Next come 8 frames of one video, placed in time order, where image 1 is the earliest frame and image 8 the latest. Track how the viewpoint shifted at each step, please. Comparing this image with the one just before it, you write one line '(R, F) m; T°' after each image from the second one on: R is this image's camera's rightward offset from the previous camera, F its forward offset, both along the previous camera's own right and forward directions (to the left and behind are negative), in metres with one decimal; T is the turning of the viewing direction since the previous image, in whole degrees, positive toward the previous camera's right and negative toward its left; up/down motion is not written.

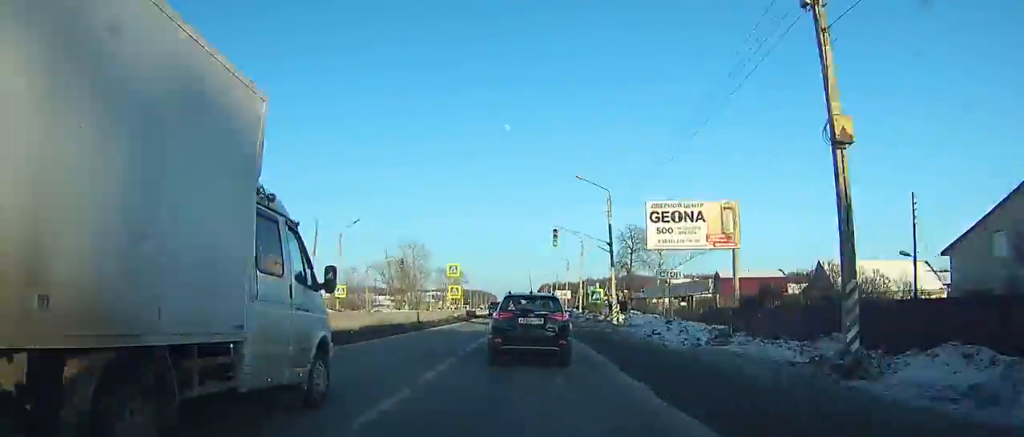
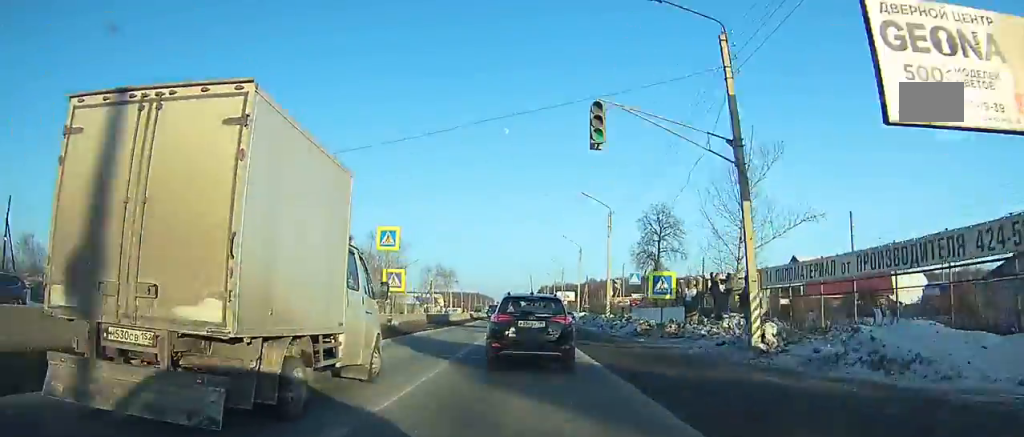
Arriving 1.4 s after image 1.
(+0.1, +28.0) m; 0°
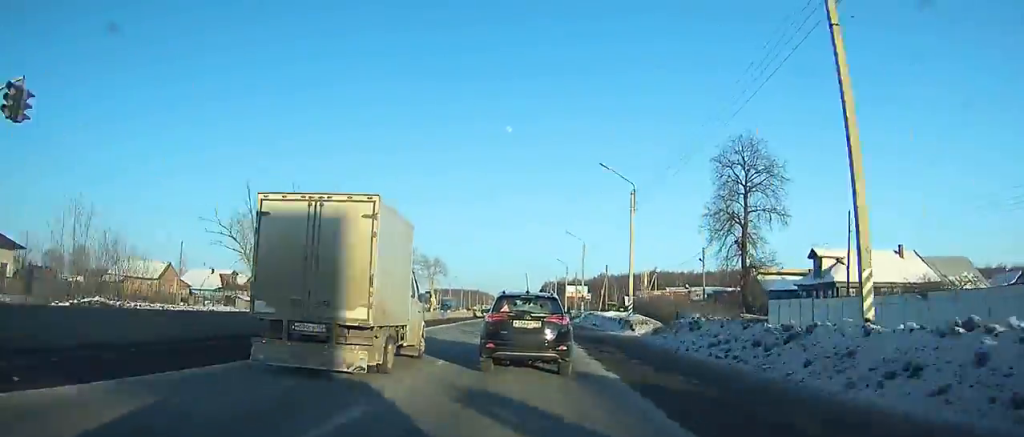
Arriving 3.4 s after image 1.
(+0.4, +39.1) m; 0°
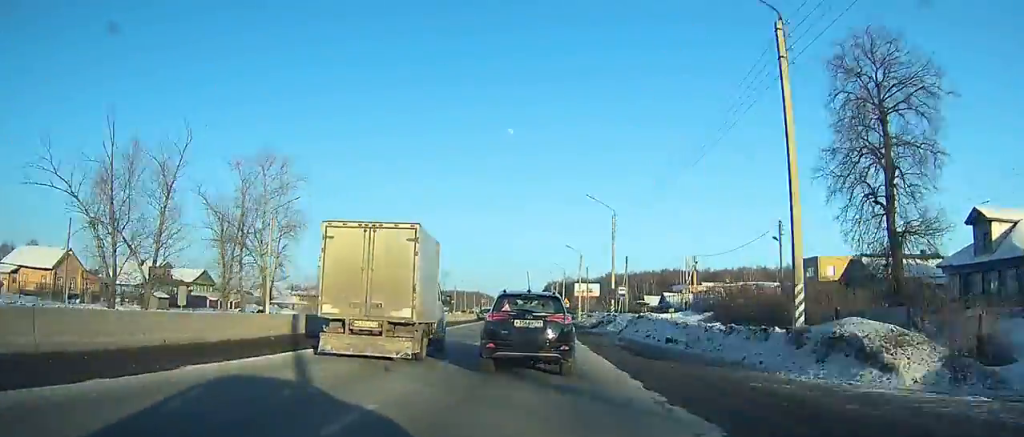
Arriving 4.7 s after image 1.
(-0.4, +23.3) m; 0°
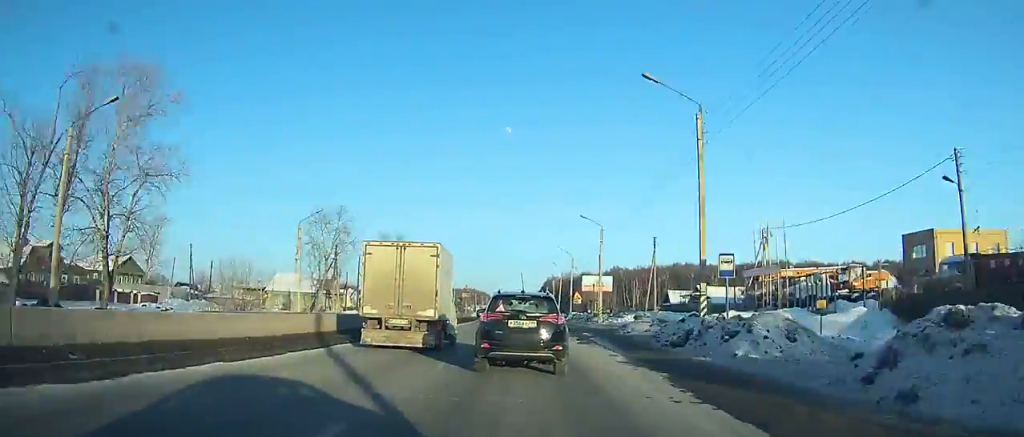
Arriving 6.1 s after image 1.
(-0.3, +25.0) m; 0°
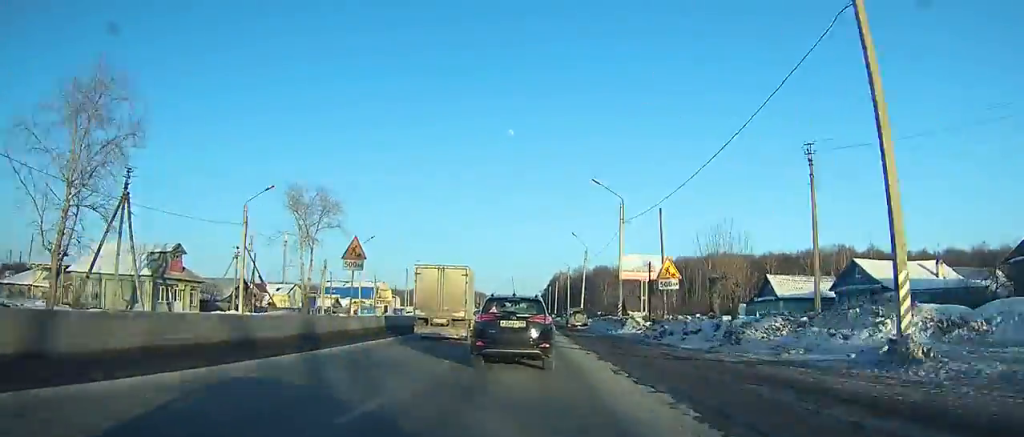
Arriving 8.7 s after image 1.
(0.0, +44.0) m; 0°
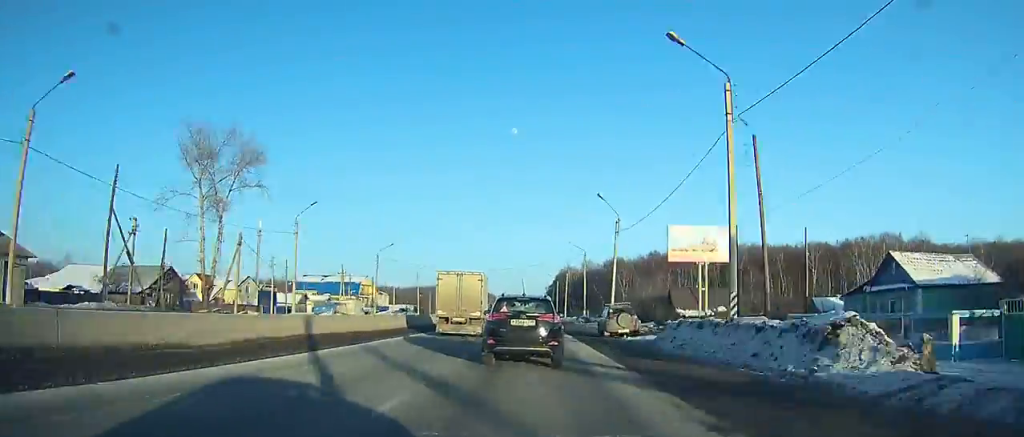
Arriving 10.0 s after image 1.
(0.0, +22.0) m; 0°
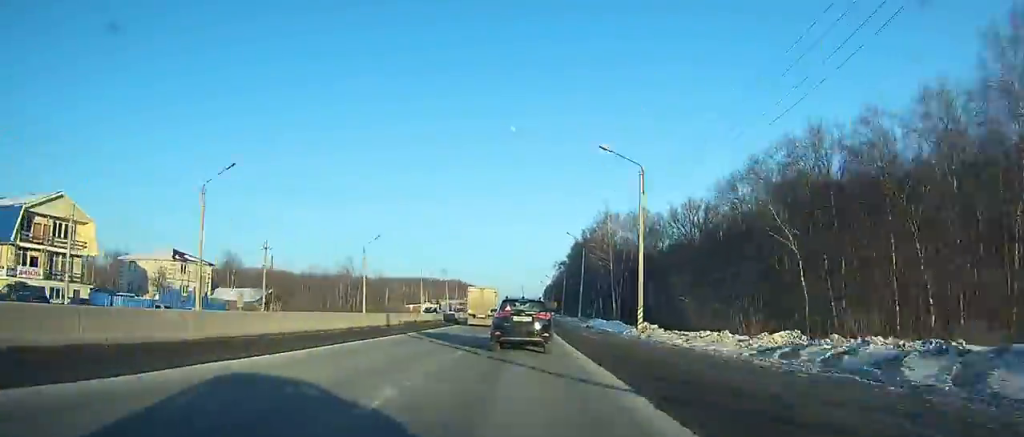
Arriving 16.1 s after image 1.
(+0.4, +105.4) m; 0°
